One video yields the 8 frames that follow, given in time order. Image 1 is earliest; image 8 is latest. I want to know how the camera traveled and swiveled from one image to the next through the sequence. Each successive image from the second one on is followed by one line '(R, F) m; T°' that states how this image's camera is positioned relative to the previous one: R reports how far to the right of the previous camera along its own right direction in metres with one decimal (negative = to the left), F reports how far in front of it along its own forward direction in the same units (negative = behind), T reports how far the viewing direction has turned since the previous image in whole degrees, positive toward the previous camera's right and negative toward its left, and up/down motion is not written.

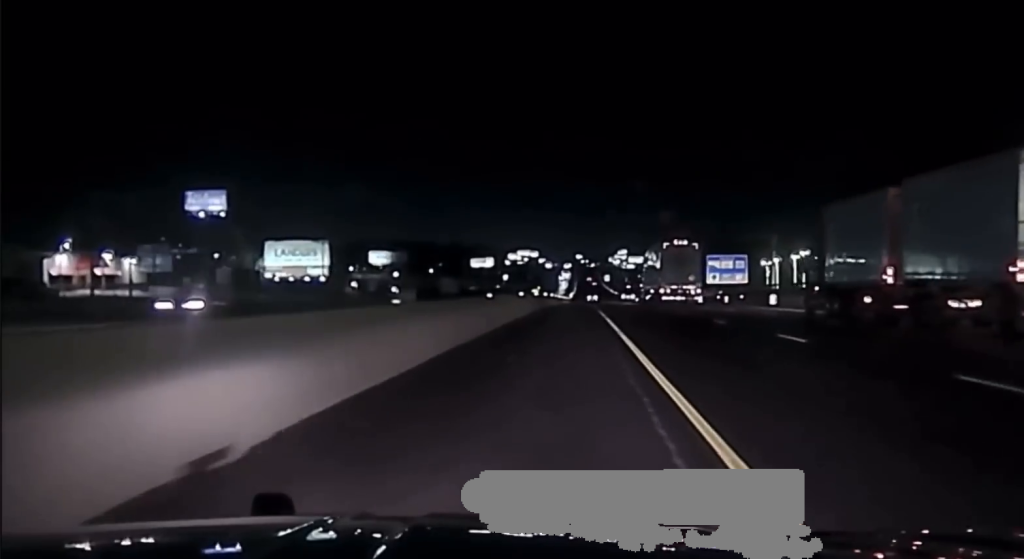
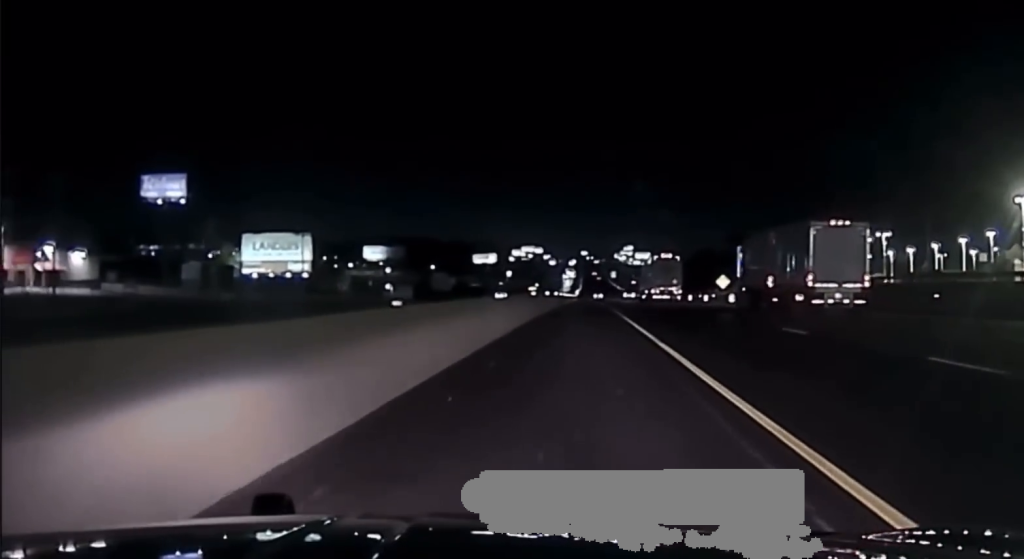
(-0.3, +19.8) m; 0°
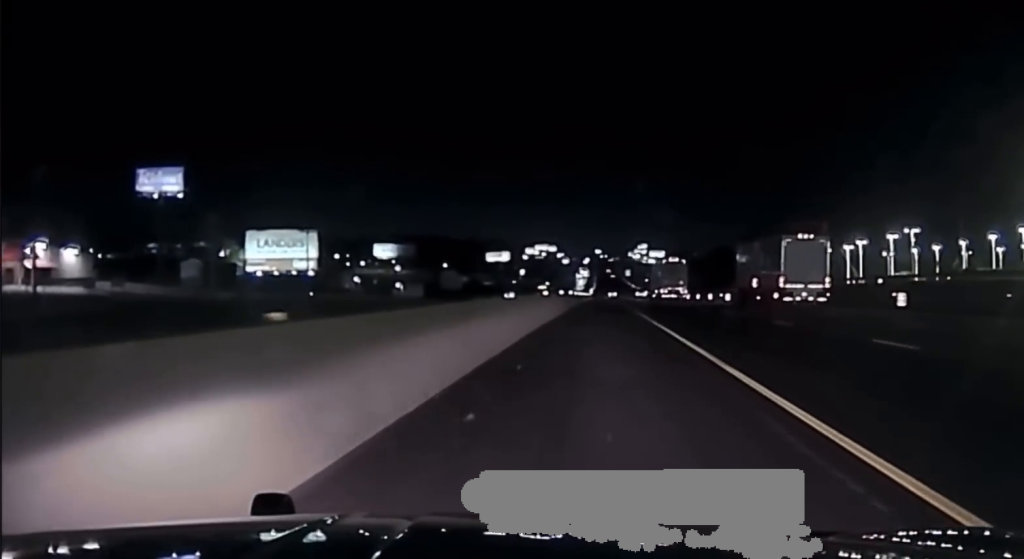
(+0.3, +6.0) m; +1°
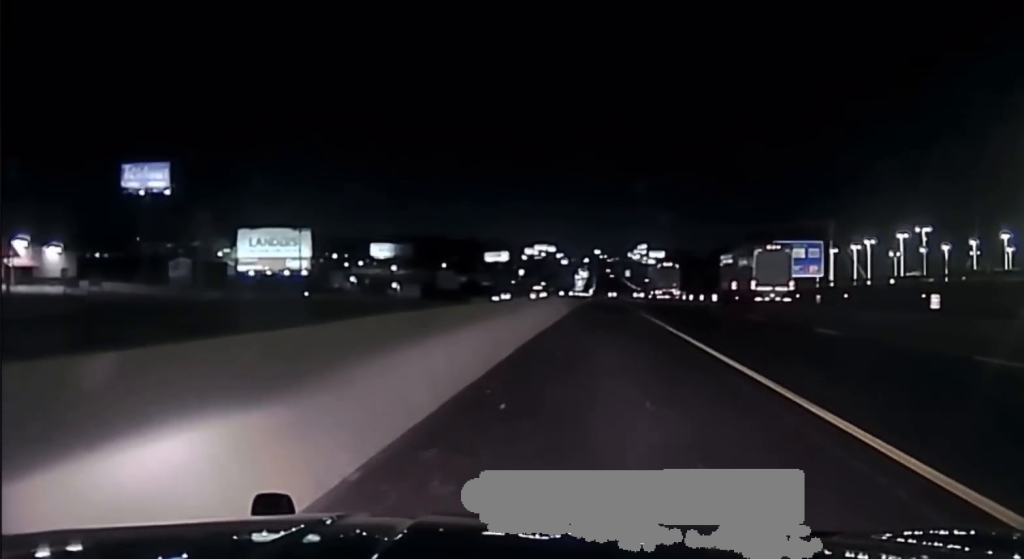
(+0.1, +4.7) m; +1°
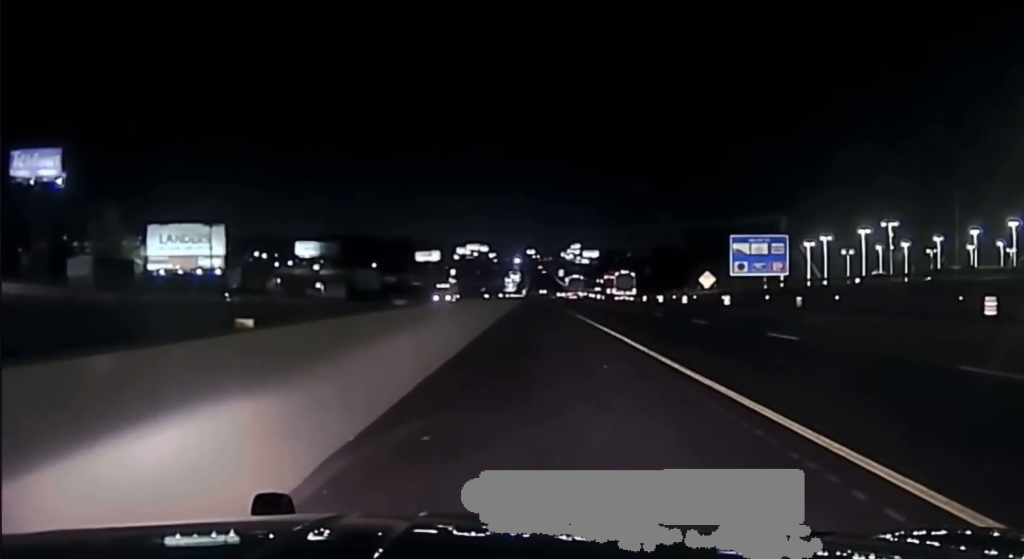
(-0.3, +11.7) m; -2°
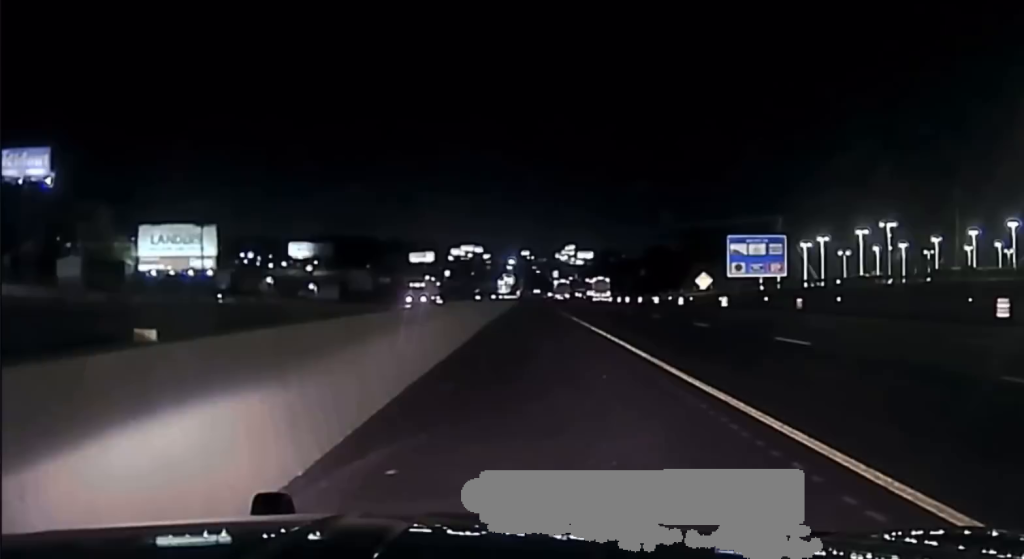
(-0.1, +0.9) m; 0°
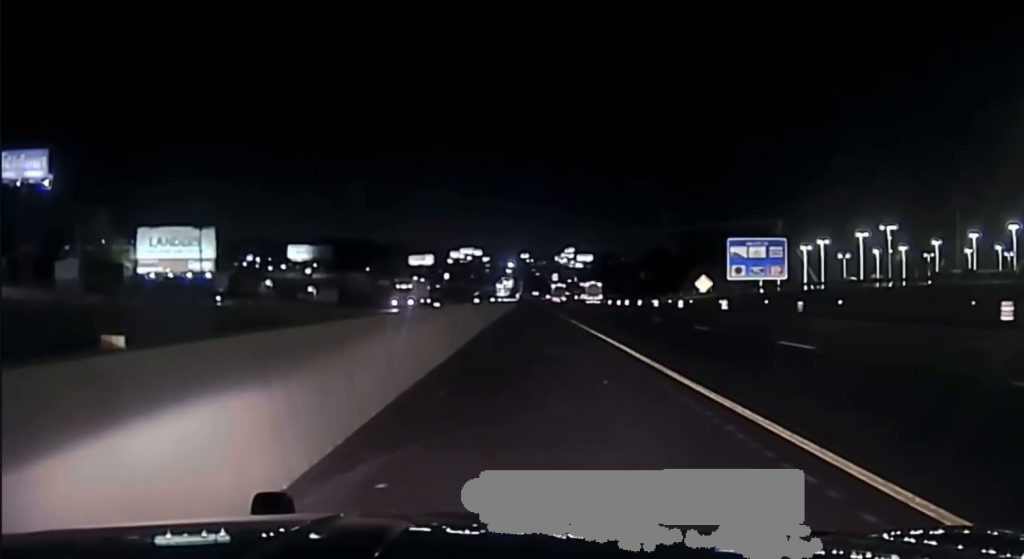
(0.0, +0.3) m; 0°
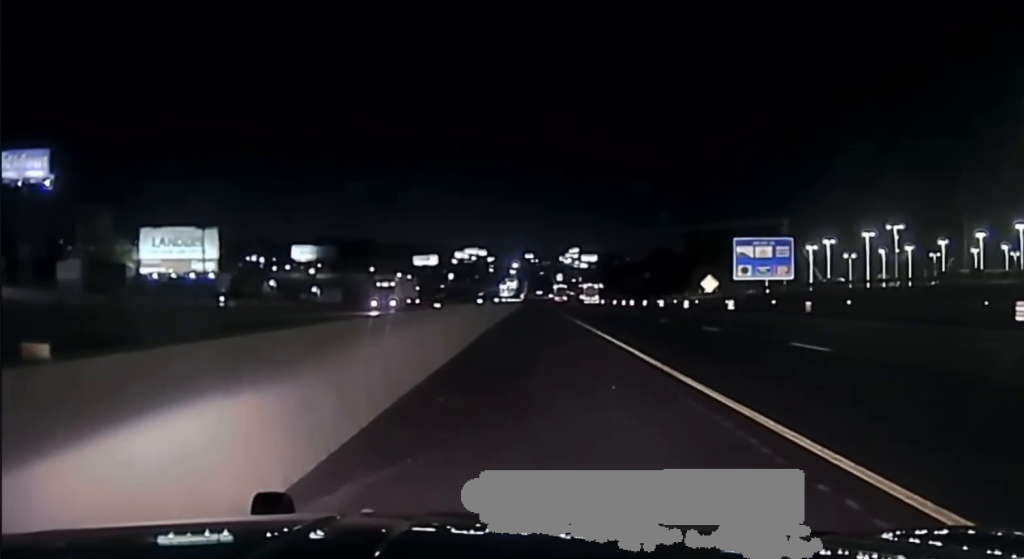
(-0.1, +0.4) m; 0°
